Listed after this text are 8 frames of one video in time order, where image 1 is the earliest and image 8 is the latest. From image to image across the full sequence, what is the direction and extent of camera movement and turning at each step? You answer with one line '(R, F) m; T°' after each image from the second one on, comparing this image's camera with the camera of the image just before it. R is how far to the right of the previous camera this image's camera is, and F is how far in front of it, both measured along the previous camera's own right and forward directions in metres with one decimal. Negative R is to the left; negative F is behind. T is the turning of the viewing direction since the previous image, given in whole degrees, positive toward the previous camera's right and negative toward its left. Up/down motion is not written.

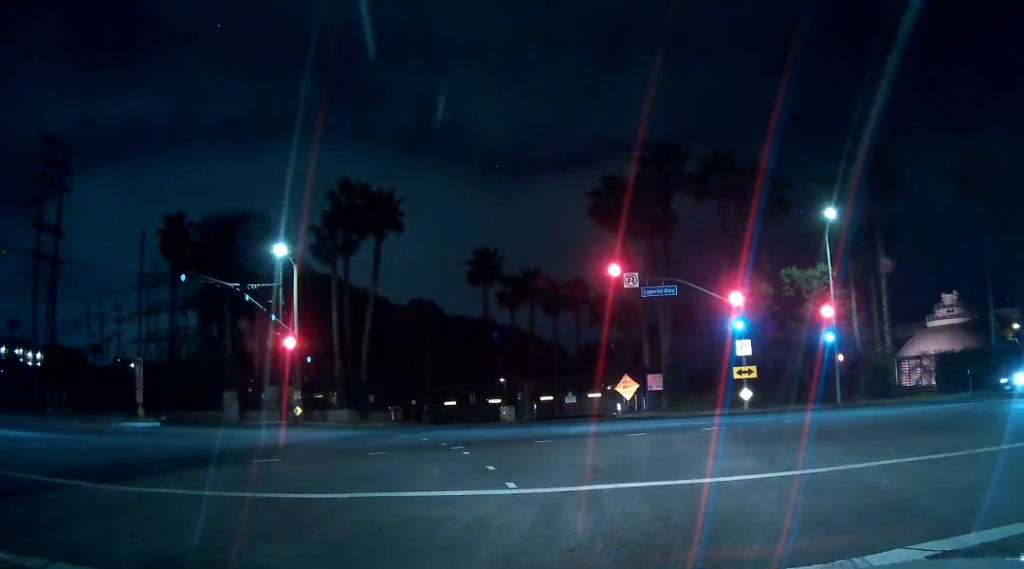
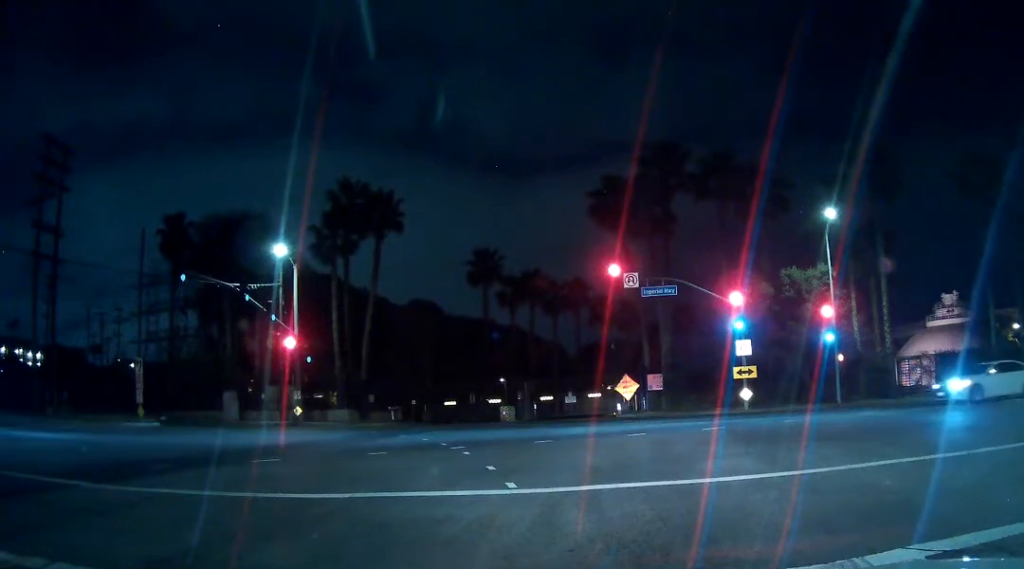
(0.0, 0.0) m; 0°
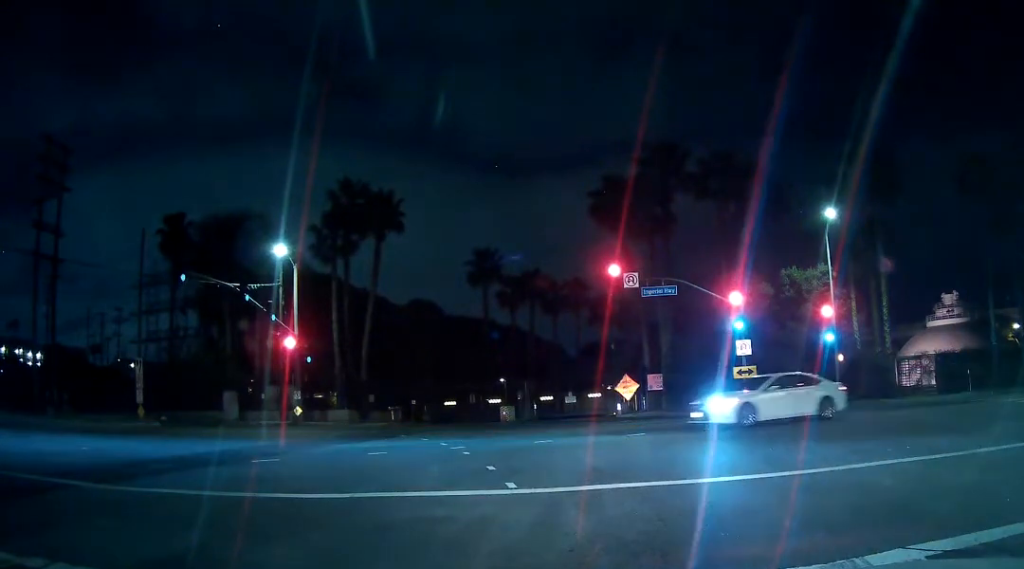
(0.0, 0.0) m; 0°
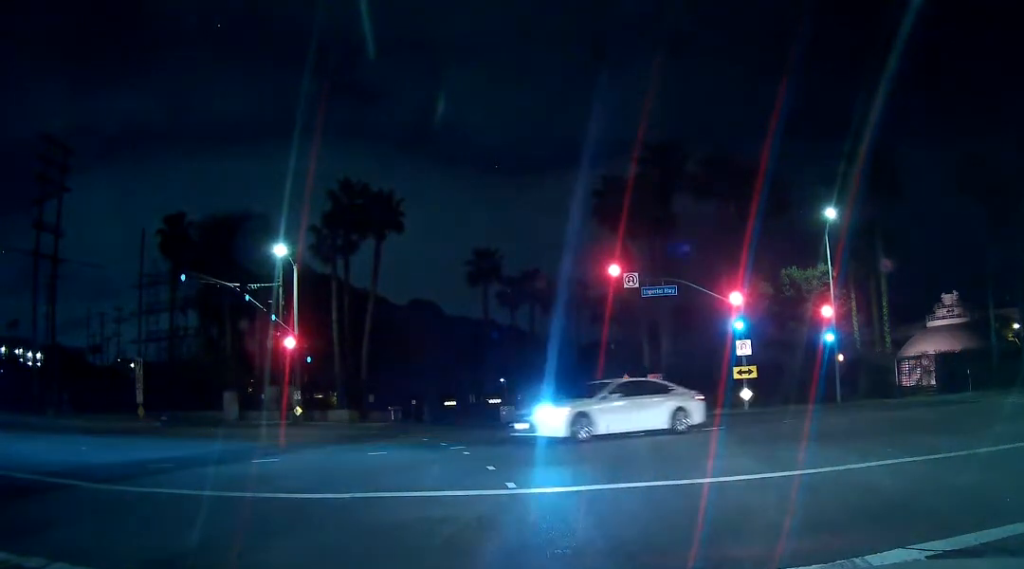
(0.0, 0.0) m; 0°
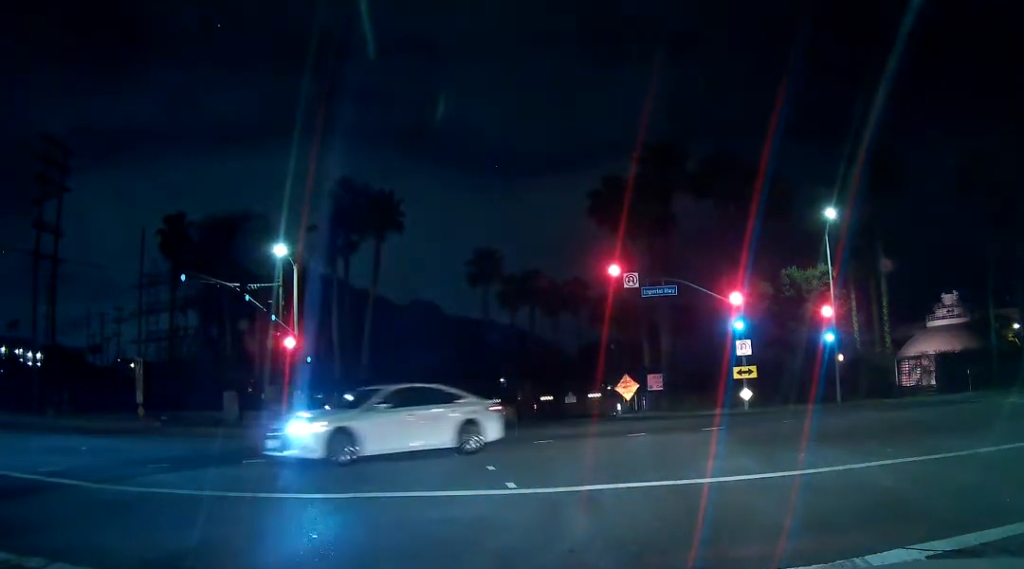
(0.0, 0.0) m; 0°
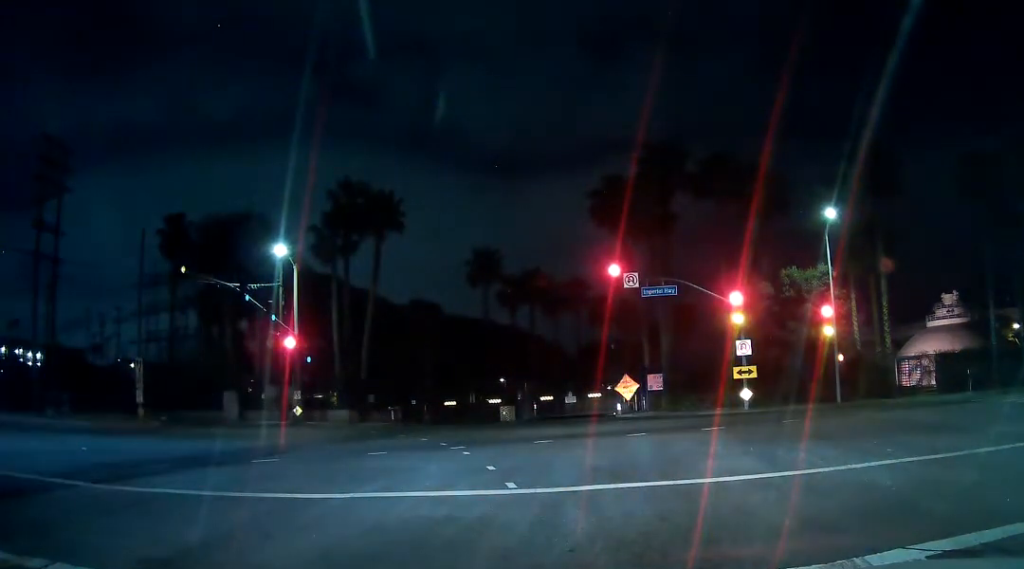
(0.0, 0.0) m; 0°
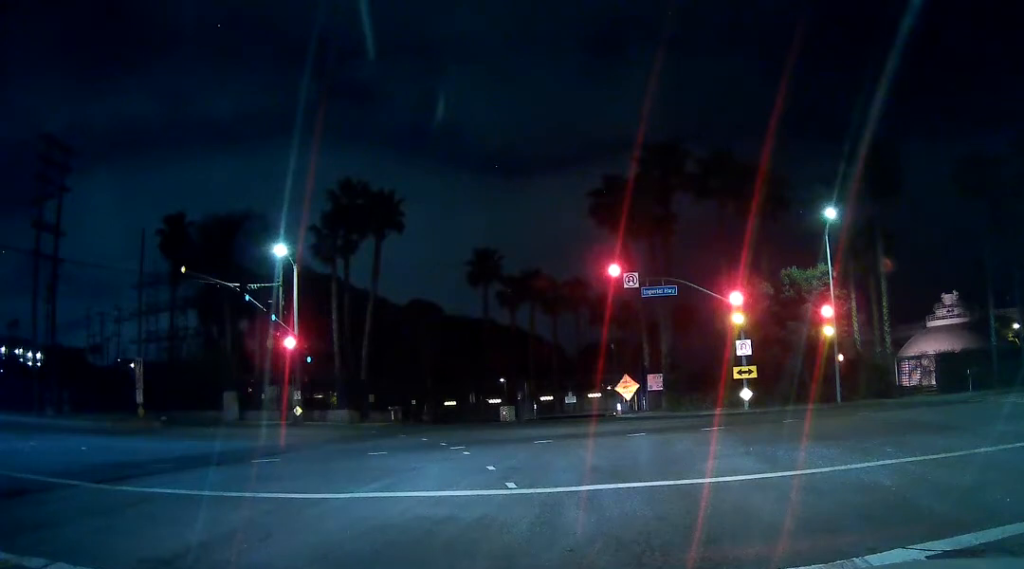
(0.0, 0.0) m; 0°
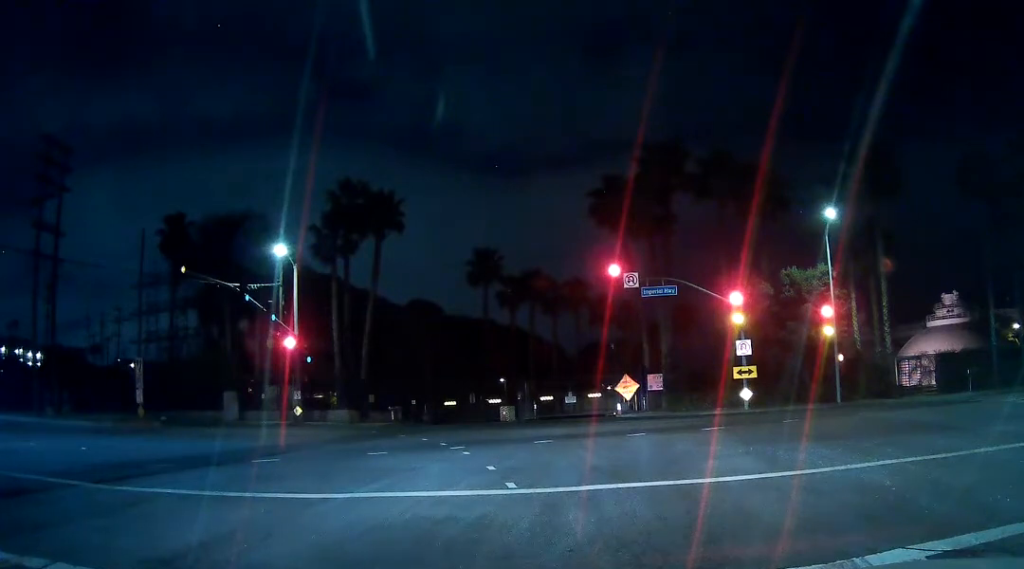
(0.0, 0.0) m; 0°
